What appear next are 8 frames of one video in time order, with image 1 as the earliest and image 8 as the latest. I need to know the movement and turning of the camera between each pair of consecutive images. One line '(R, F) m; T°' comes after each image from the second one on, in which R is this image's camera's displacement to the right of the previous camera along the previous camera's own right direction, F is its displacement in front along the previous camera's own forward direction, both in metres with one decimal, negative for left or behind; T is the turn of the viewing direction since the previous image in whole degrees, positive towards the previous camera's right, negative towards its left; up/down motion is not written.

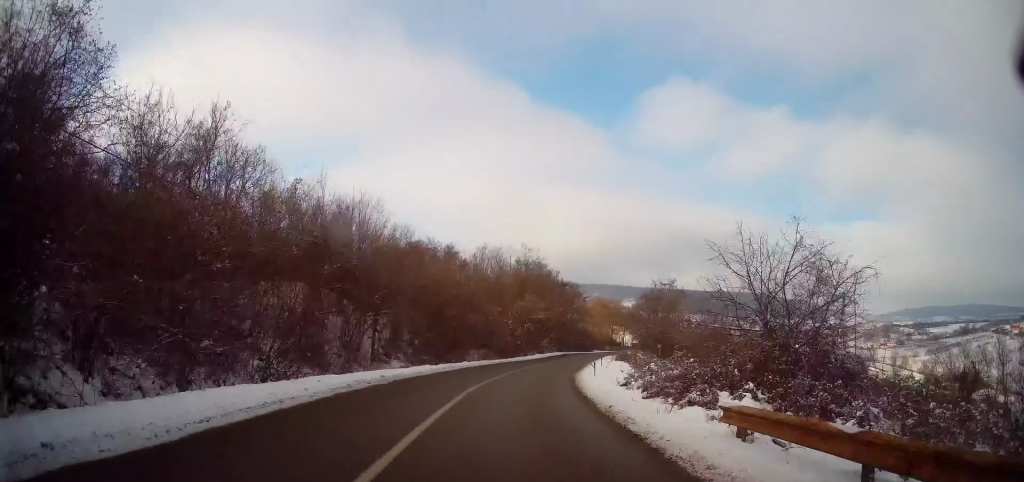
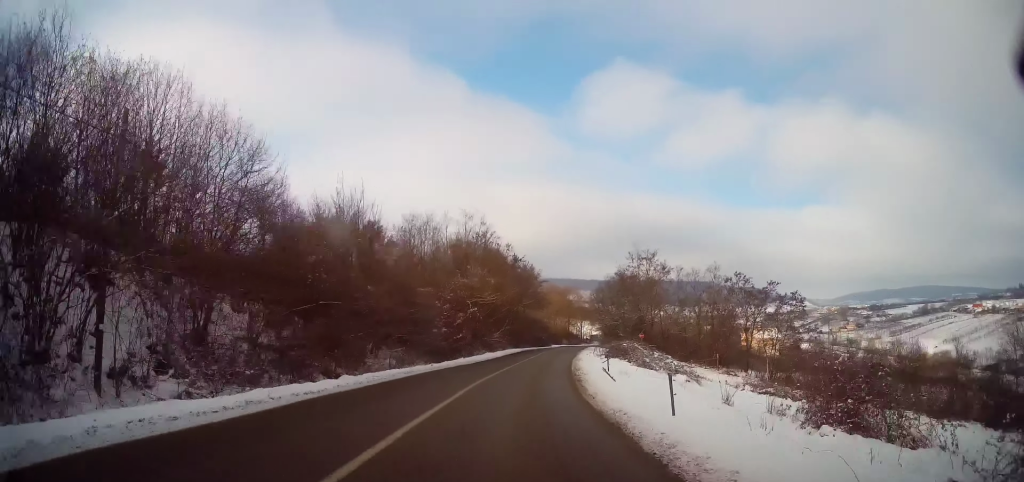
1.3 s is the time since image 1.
(+0.9, +18.5) m; +7°
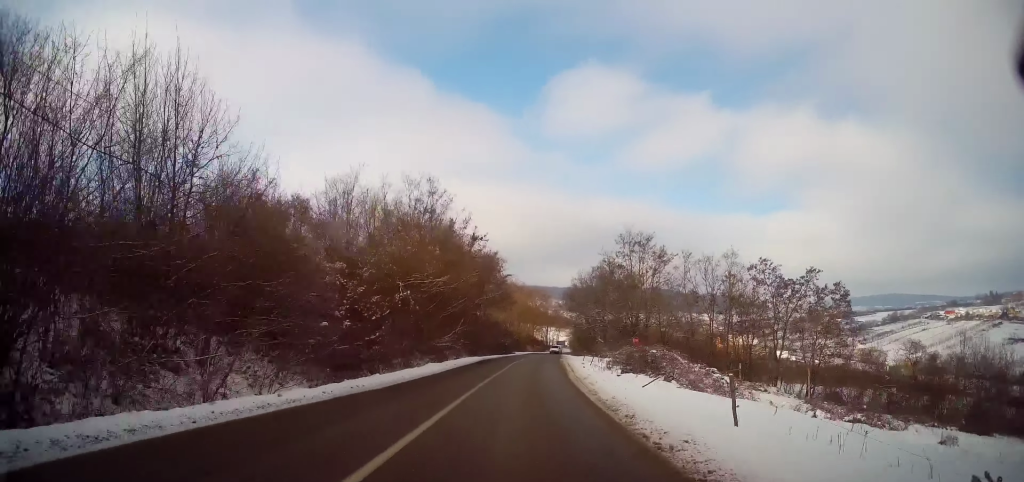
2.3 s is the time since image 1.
(+0.9, +15.0) m; +6°
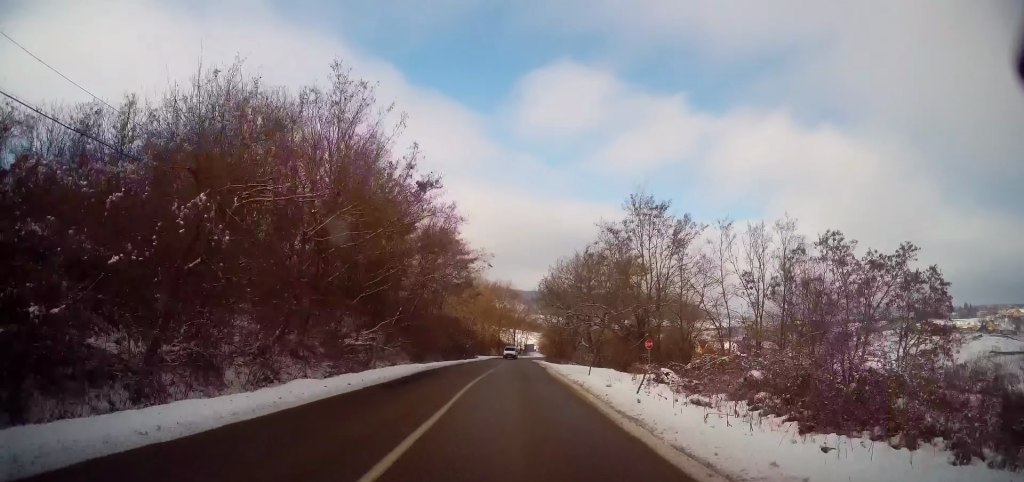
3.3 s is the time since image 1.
(+0.6, +15.5) m; +2°
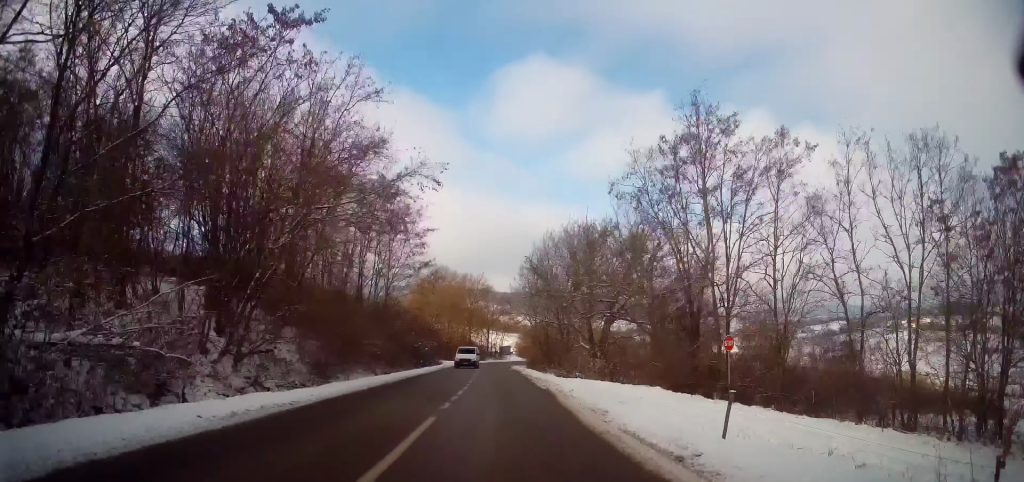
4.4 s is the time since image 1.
(+0.1, +17.4) m; +2°
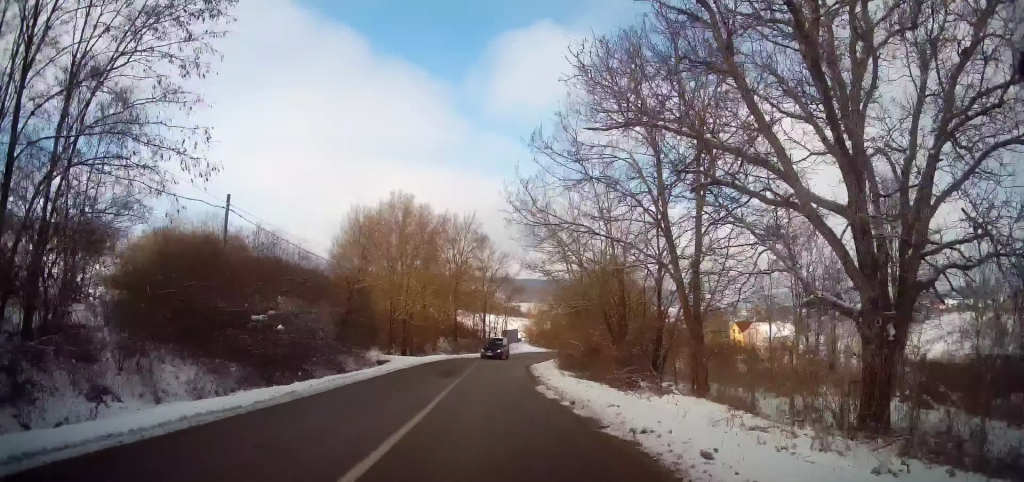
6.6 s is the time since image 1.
(+0.6, +35.3) m; 0°
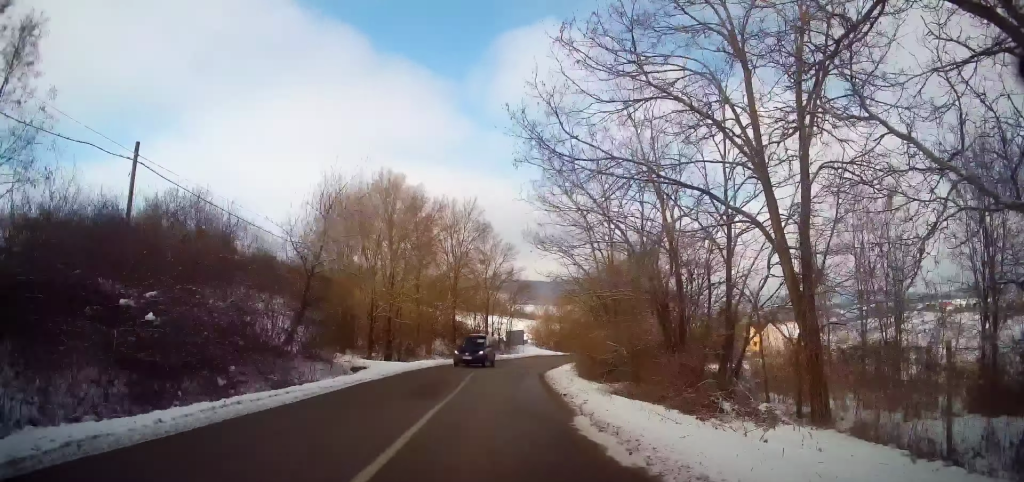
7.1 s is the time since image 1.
(-0.2, +7.2) m; 0°
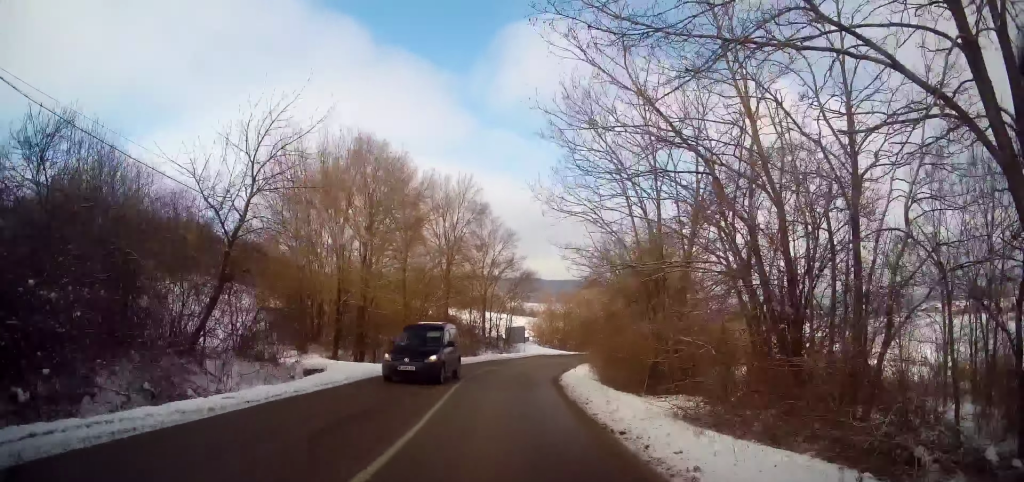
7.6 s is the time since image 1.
(+0.1, +7.0) m; +1°
